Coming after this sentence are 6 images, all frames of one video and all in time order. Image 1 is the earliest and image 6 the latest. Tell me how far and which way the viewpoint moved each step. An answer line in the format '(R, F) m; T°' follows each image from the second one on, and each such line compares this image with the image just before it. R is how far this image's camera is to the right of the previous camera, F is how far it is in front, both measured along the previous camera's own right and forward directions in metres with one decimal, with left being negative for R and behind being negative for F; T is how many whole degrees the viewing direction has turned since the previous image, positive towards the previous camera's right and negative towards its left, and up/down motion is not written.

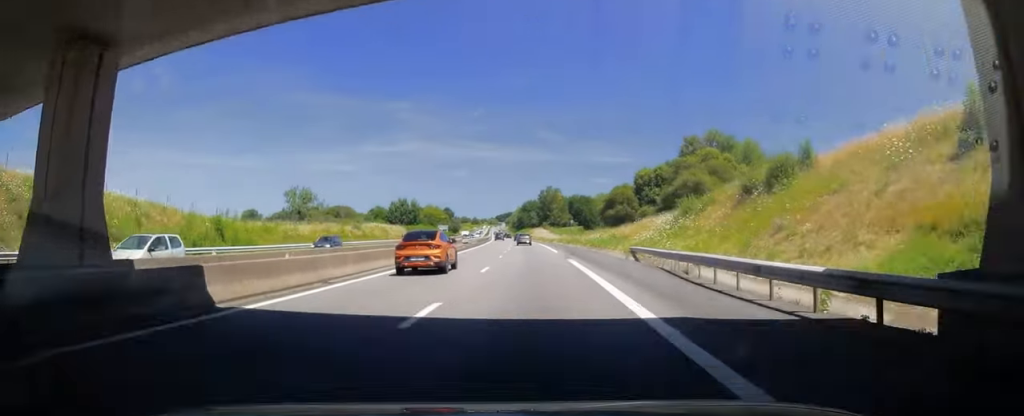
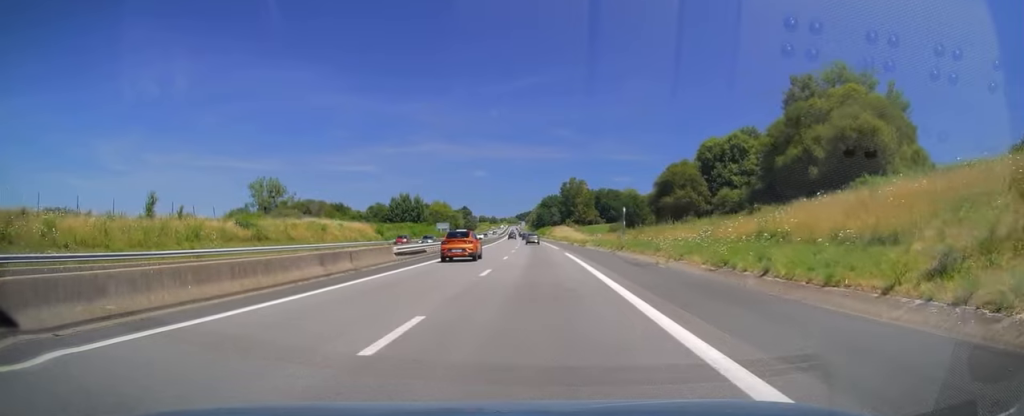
(-0.4, +41.4) m; -2°
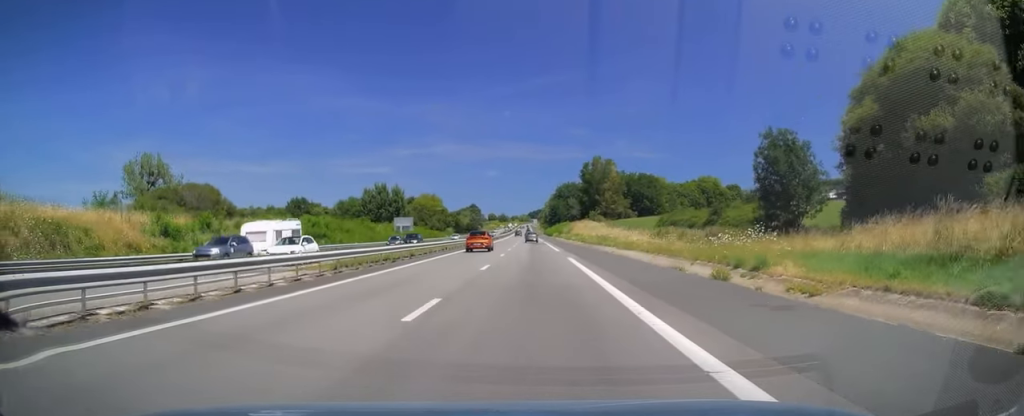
(-1.5, +62.7) m; -2°
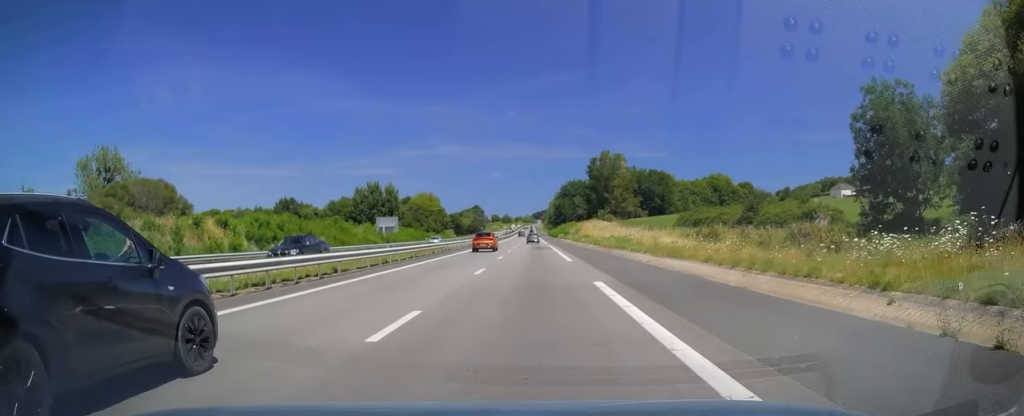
(-0.2, +14.8) m; 0°
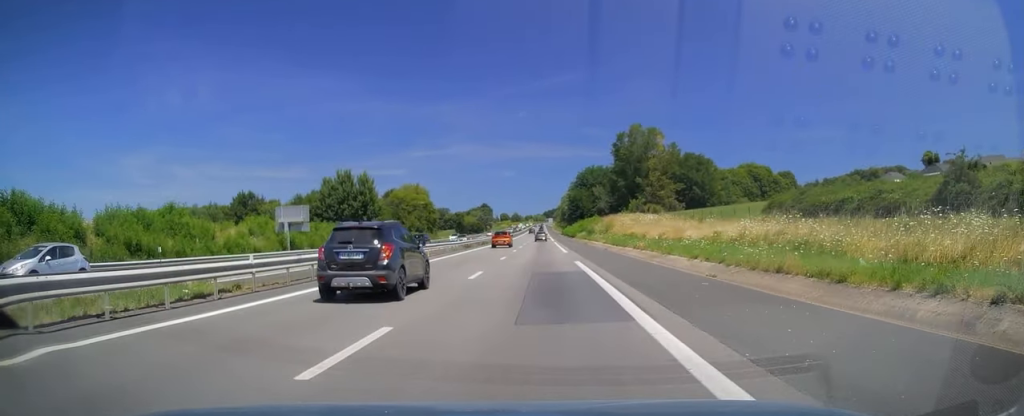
(0.0, +41.4) m; -1°
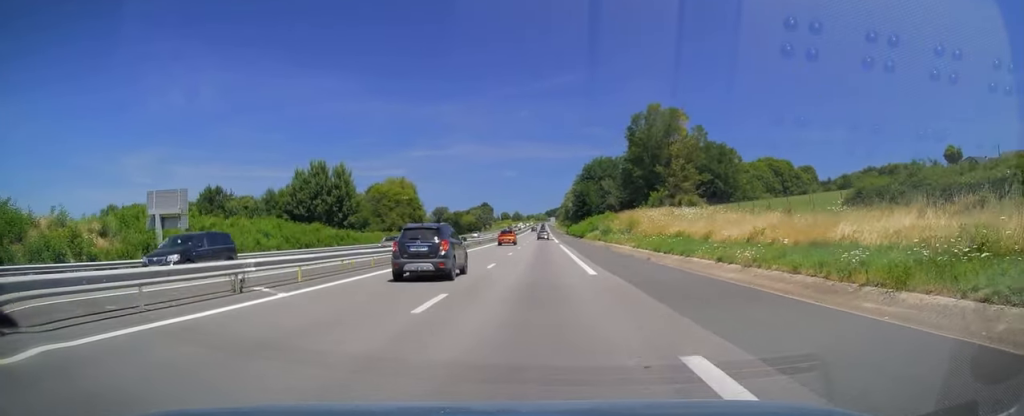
(-0.2, +21.2) m; -1°
